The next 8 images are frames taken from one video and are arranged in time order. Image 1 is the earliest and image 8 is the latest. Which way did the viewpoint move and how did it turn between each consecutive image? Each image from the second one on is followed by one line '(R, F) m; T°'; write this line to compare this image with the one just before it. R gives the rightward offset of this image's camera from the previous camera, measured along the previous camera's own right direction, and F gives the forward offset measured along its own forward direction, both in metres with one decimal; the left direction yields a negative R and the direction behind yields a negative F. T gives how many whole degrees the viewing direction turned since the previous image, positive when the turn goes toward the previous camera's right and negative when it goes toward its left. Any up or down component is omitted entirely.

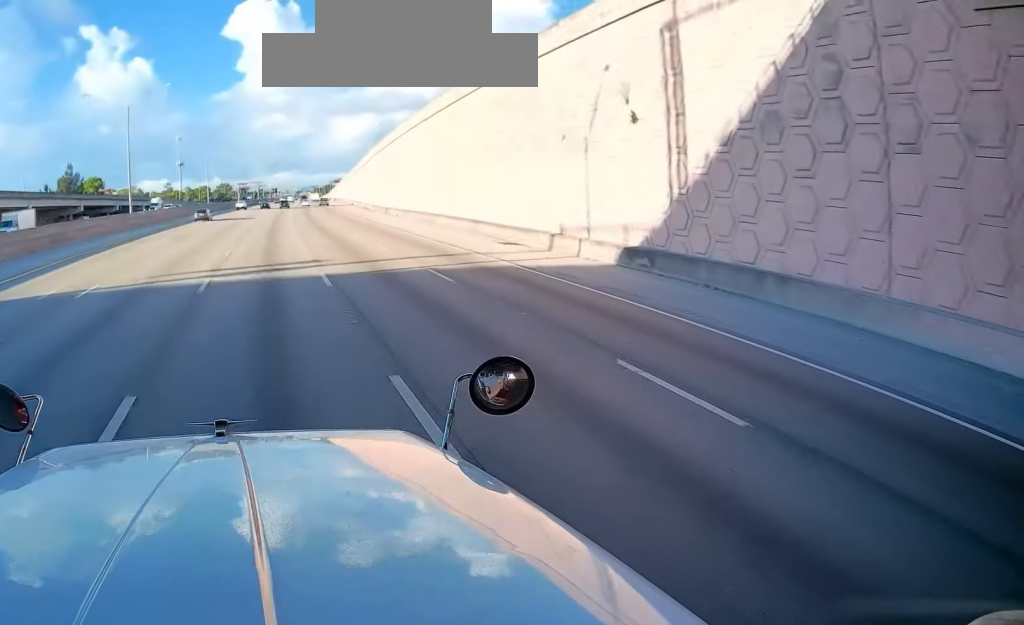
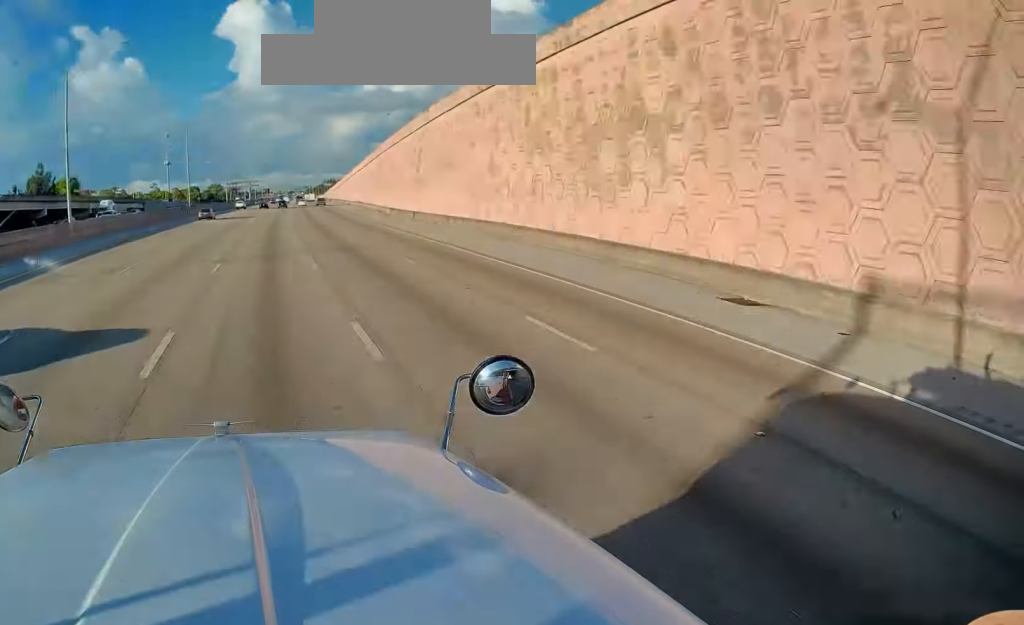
(+0.2, +17.1) m; 0°
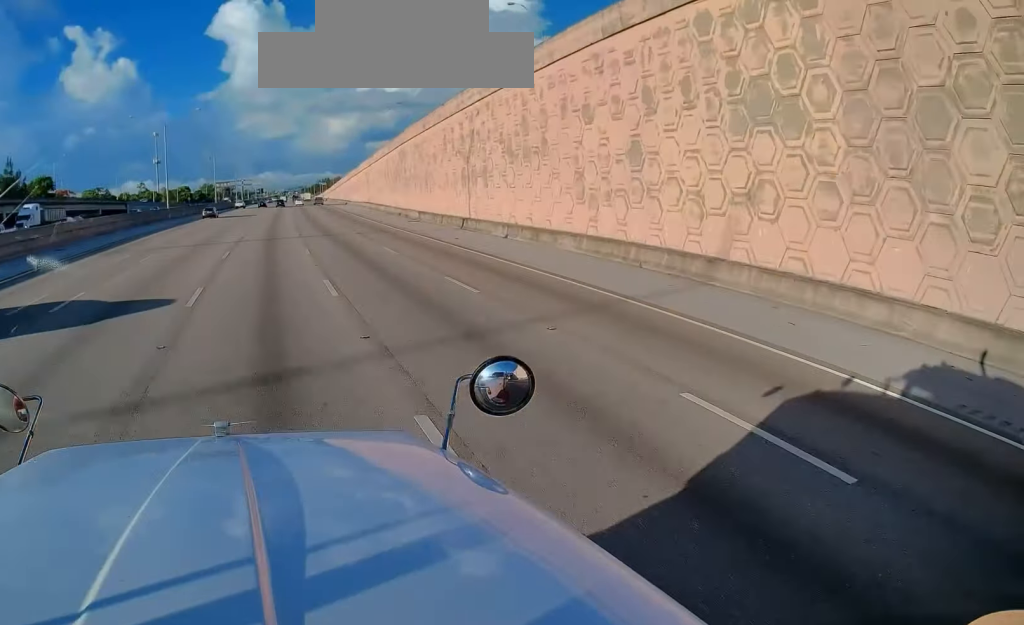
(0.0, +14.8) m; 0°
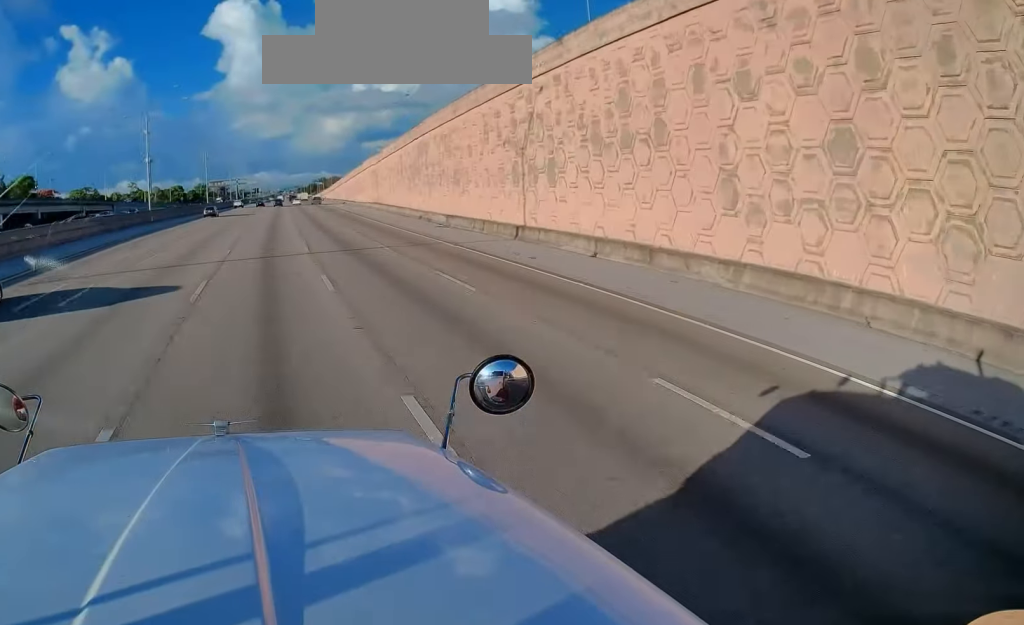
(0.0, +9.2) m; 0°
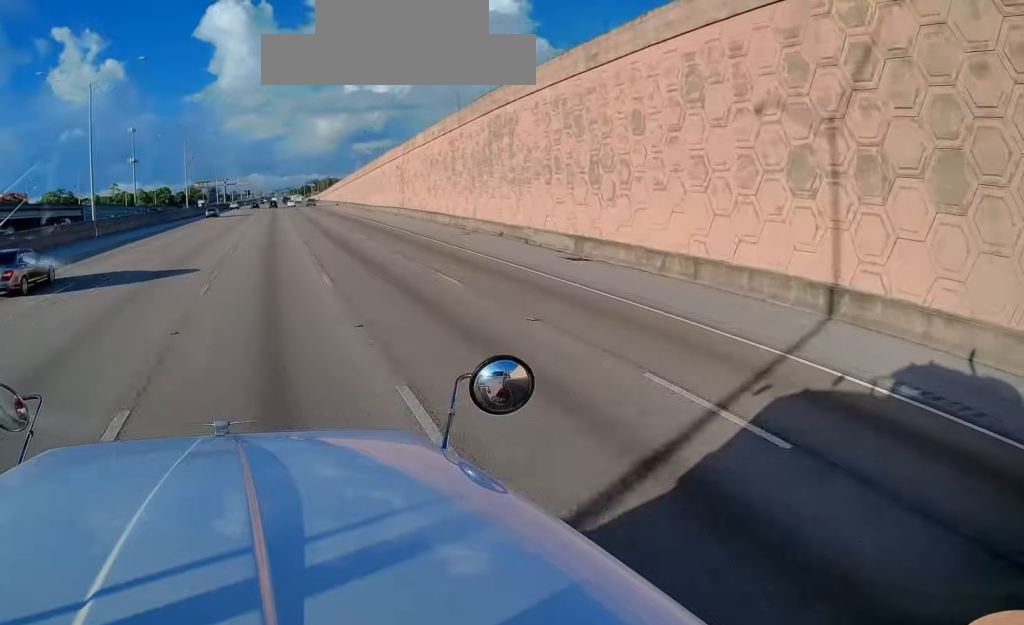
(0.0, +19.8) m; +1°
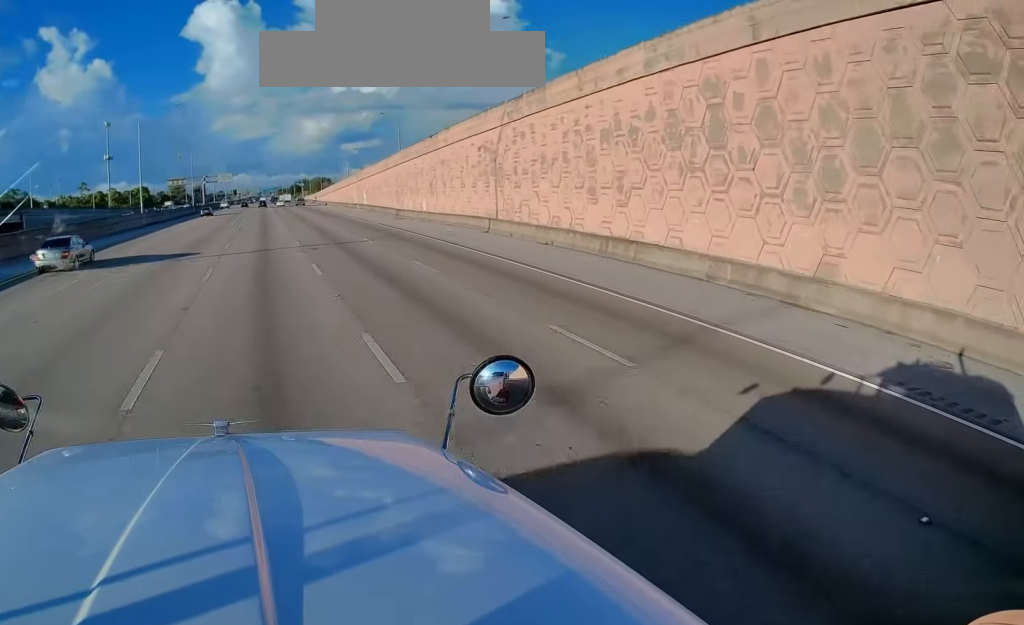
(+0.5, +30.1) m; +1°
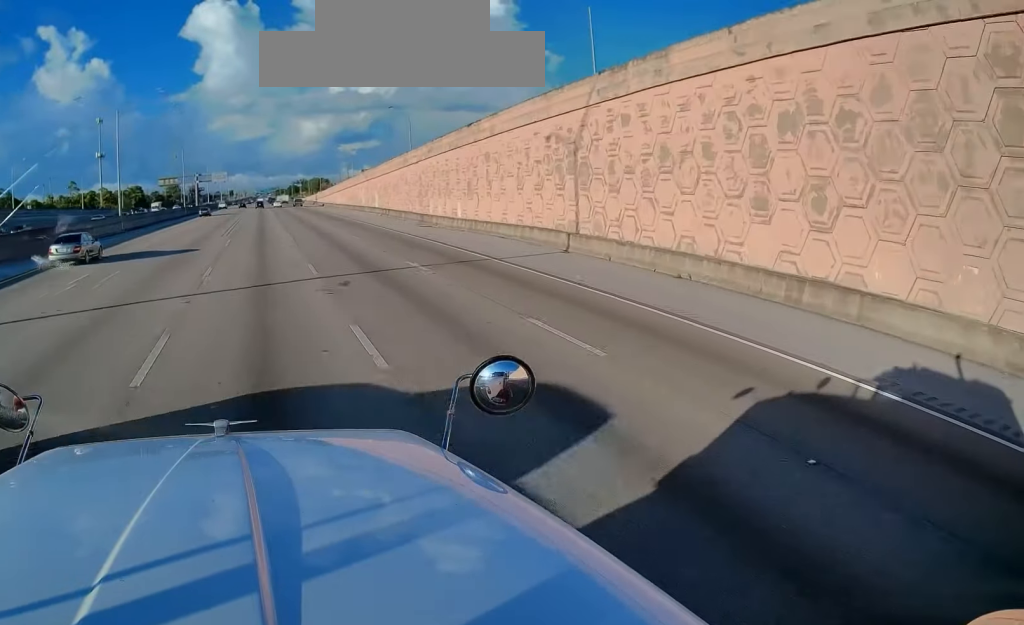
(+0.2, +10.7) m; 0°
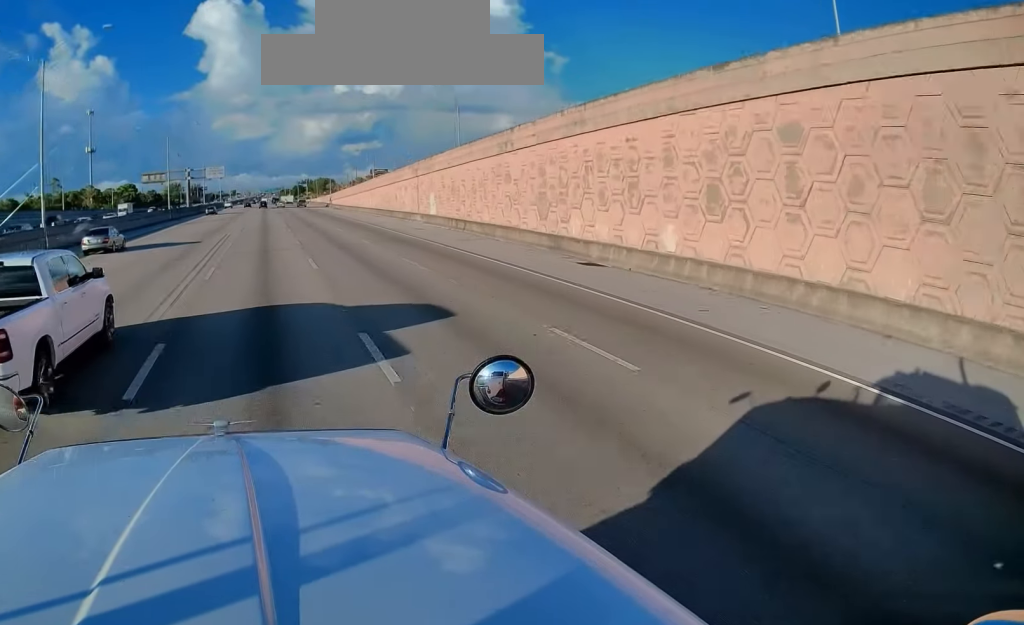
(-0.5, +25.3) m; 0°
